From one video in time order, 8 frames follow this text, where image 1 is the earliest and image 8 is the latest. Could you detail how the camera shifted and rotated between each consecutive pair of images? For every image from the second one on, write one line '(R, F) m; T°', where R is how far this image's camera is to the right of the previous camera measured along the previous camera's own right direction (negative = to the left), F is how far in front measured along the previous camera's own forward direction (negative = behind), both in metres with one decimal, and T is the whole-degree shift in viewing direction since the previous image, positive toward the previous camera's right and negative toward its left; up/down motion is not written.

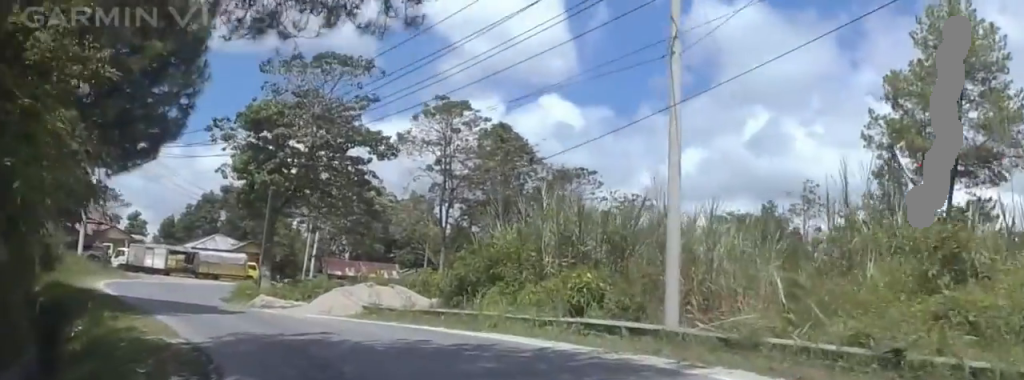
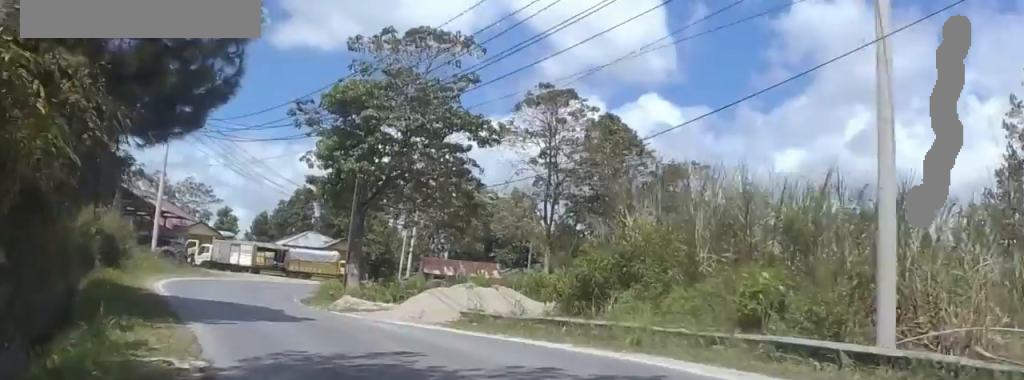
(0.0, +5.3) m; -4°
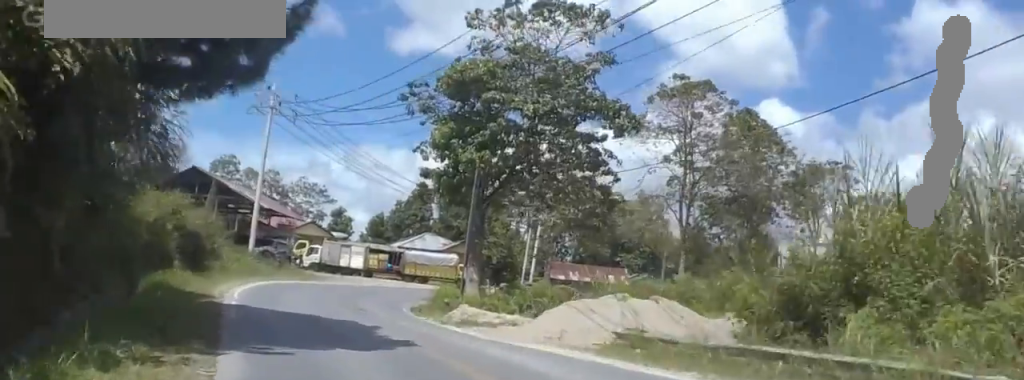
(-0.2, +5.8) m; -4°
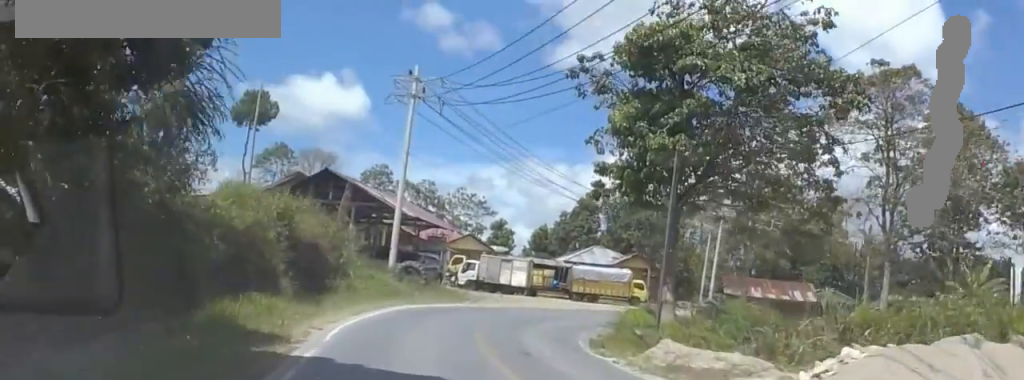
(-0.6, +8.5) m; -6°
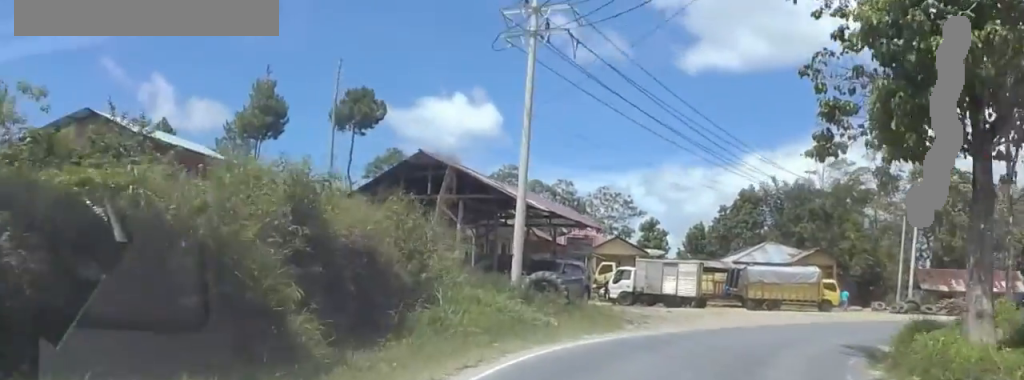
(-0.9, +13.0) m; -1°
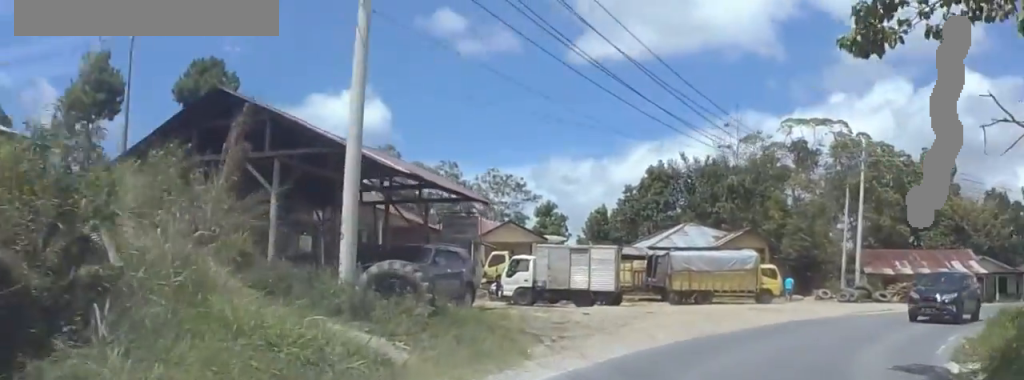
(+0.3, +10.9) m; +3°
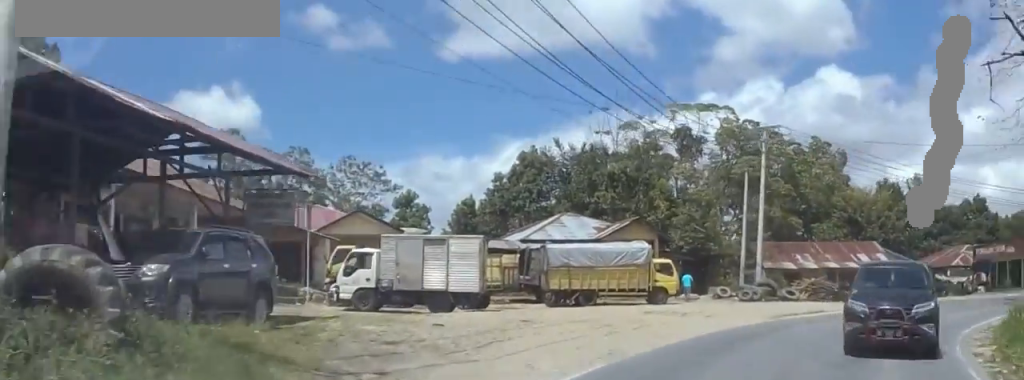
(+0.2, +7.6) m; +3°
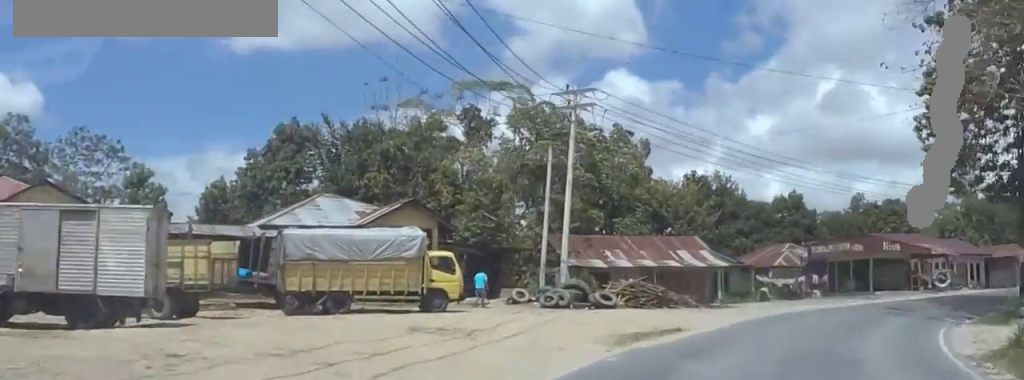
(-0.2, +11.0) m; +8°
